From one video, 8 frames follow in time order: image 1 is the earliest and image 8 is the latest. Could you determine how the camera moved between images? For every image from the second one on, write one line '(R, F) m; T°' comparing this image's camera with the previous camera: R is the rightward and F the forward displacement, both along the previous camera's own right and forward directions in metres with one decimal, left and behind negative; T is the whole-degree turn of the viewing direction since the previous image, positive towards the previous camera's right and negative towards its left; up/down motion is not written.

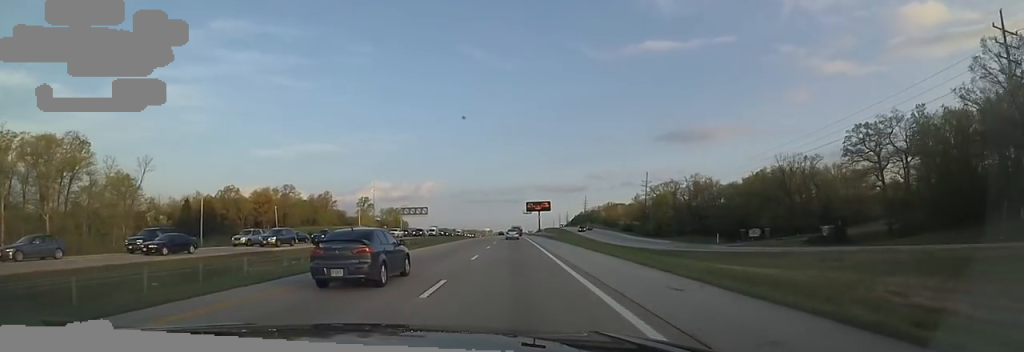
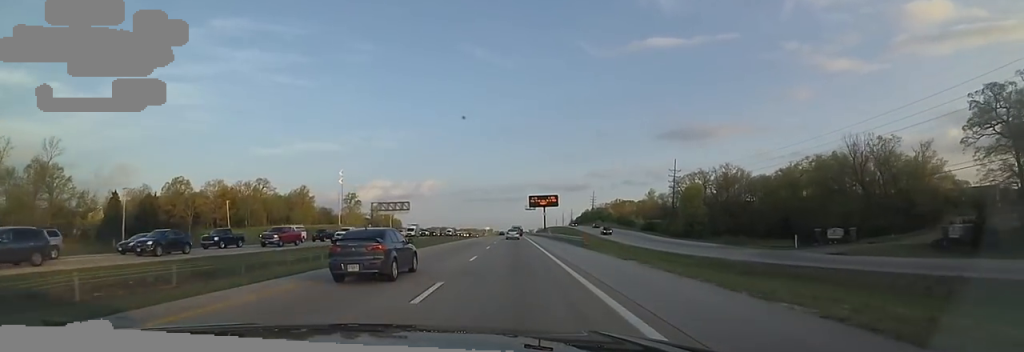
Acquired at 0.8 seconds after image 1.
(-0.7, +24.1) m; -1°
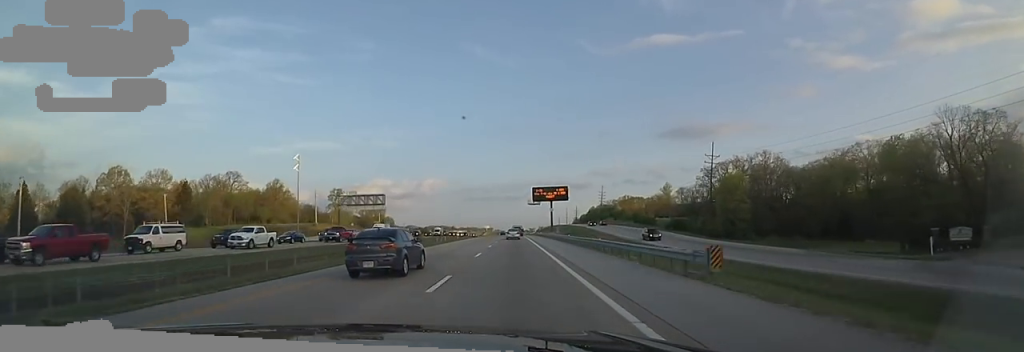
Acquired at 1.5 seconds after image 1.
(+0.1, +21.6) m; -1°
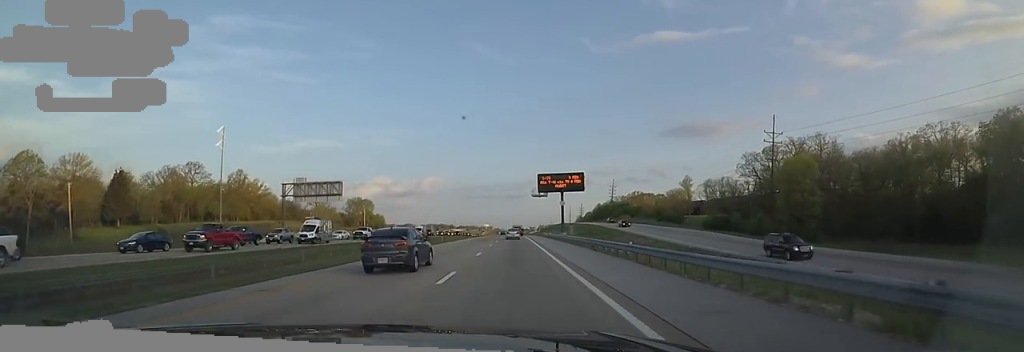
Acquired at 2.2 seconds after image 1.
(0.0, +22.7) m; -1°
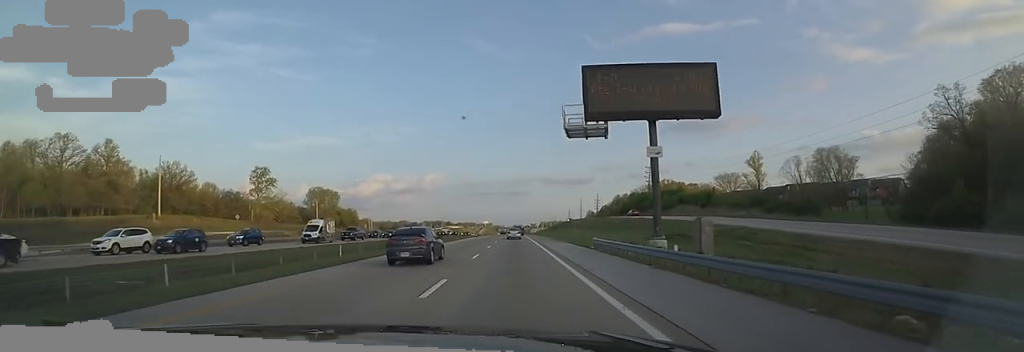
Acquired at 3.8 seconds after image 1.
(-0.4, +51.4) m; +2°
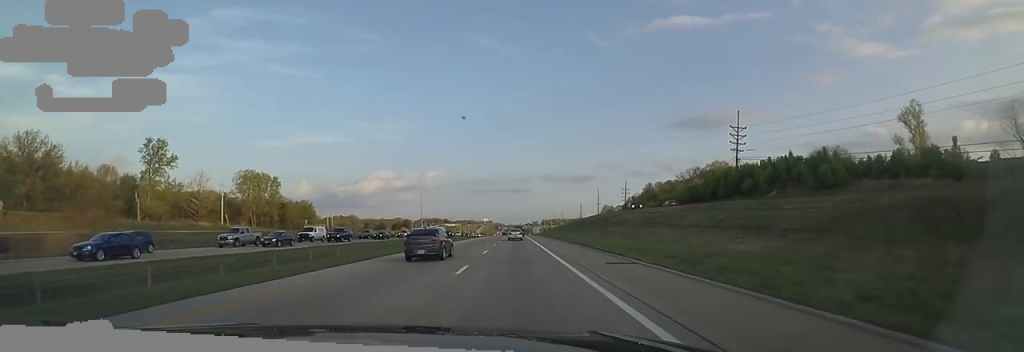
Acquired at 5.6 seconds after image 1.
(+0.7, +53.8) m; 0°
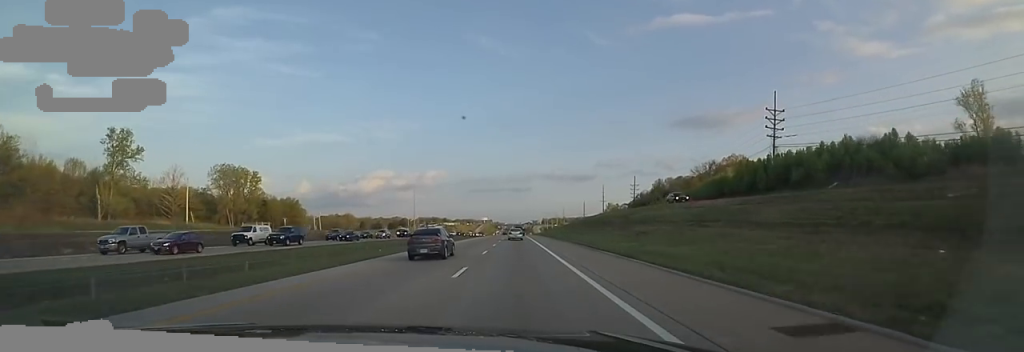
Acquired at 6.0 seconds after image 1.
(-0.1, +12.4) m; 0°
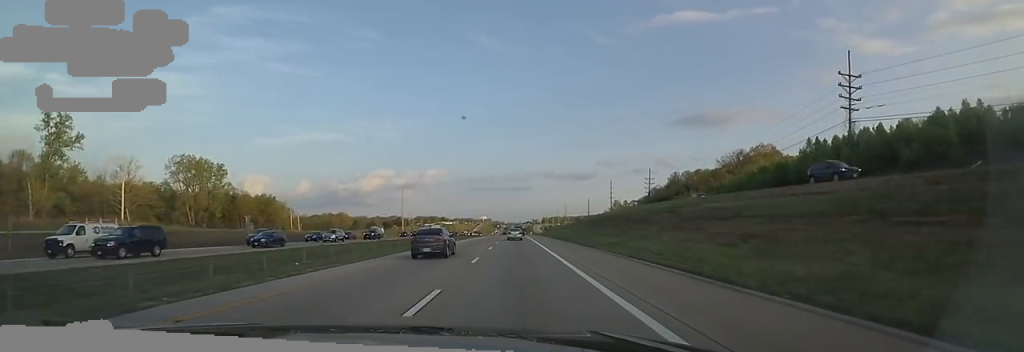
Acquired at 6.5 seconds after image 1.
(0.0, +17.8) m; 0°
